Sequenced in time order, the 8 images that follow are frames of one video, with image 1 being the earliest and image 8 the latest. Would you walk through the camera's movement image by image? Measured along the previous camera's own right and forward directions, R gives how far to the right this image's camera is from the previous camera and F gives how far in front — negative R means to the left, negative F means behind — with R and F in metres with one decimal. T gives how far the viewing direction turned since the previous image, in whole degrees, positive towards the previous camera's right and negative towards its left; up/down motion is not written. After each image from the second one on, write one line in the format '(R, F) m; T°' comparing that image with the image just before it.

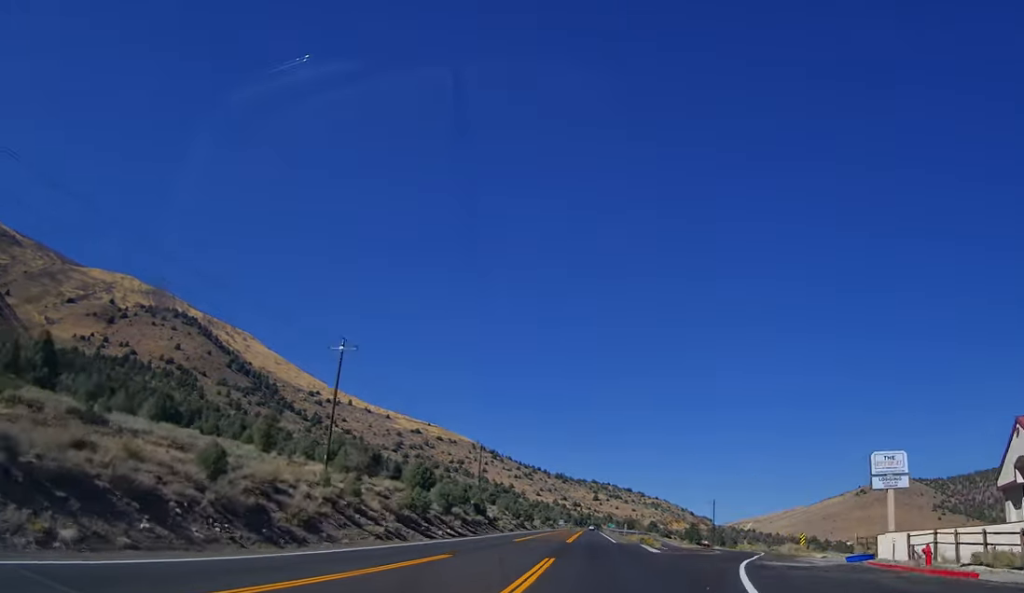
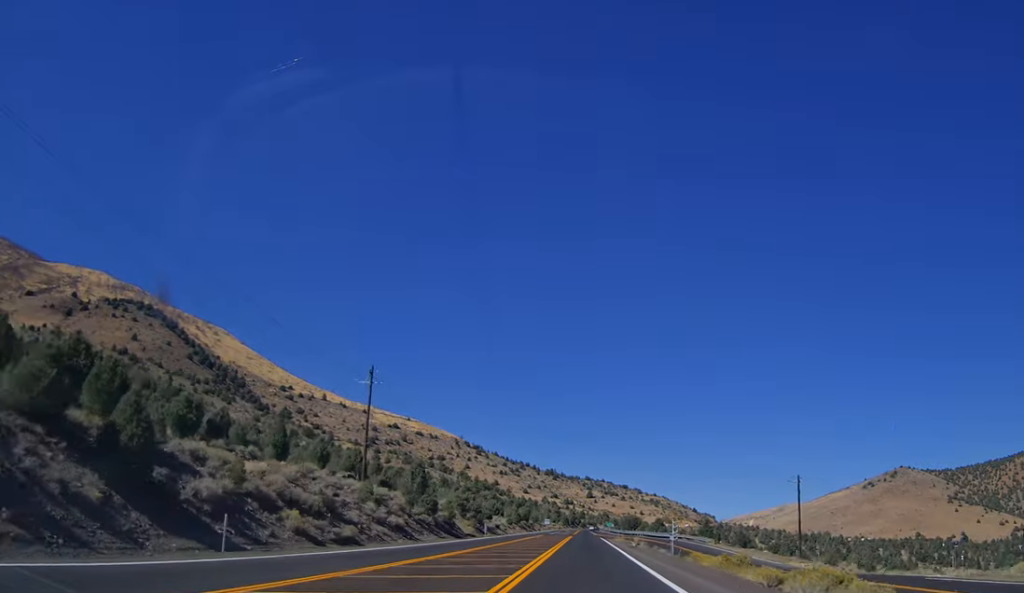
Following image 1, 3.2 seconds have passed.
(-1.4, +67.3) m; -2°
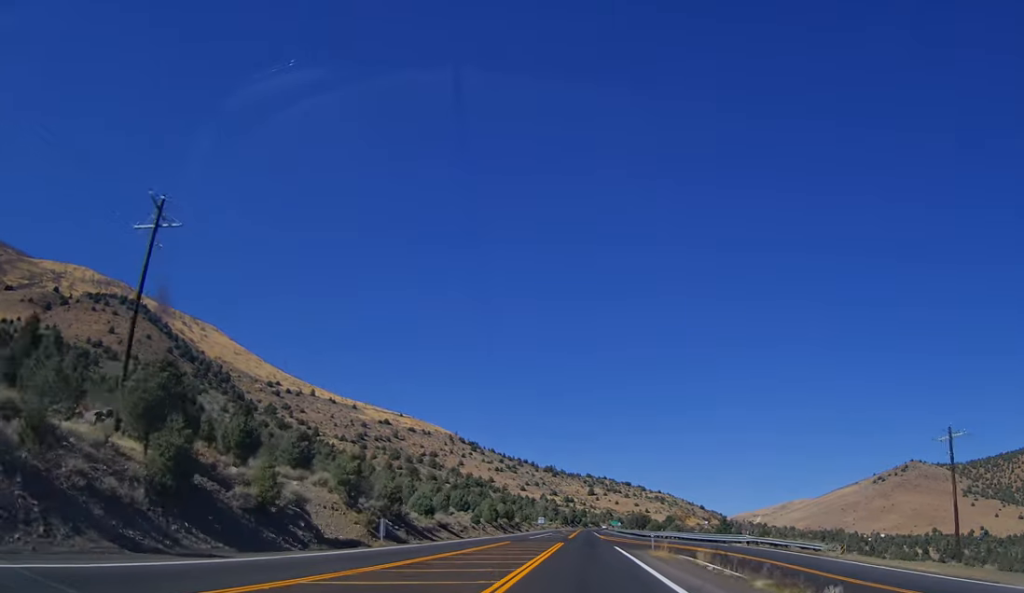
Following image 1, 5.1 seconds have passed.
(-0.1, +39.6) m; 0°
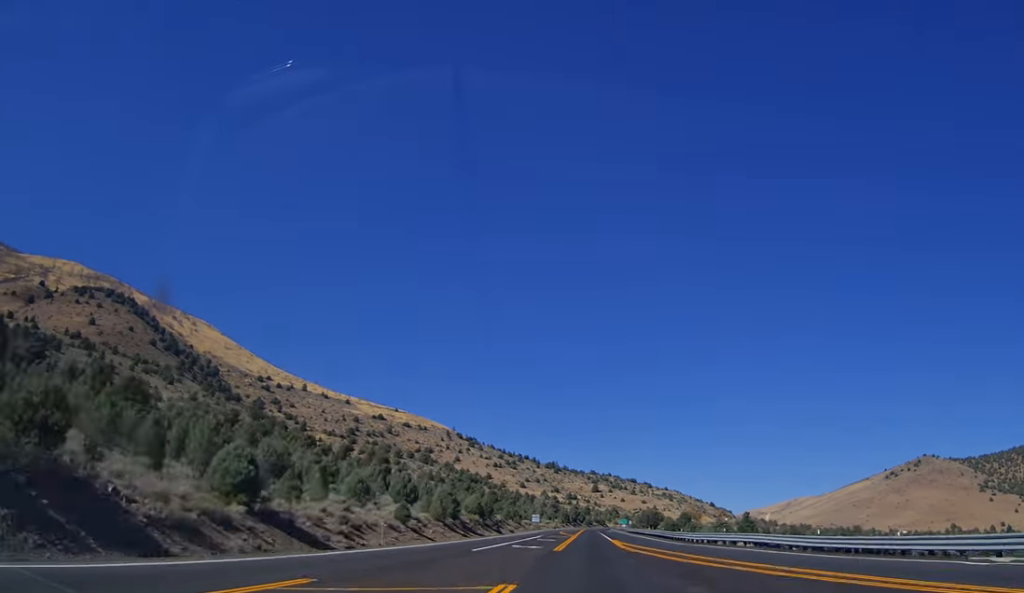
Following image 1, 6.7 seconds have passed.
(+0.2, +35.6) m; 0°
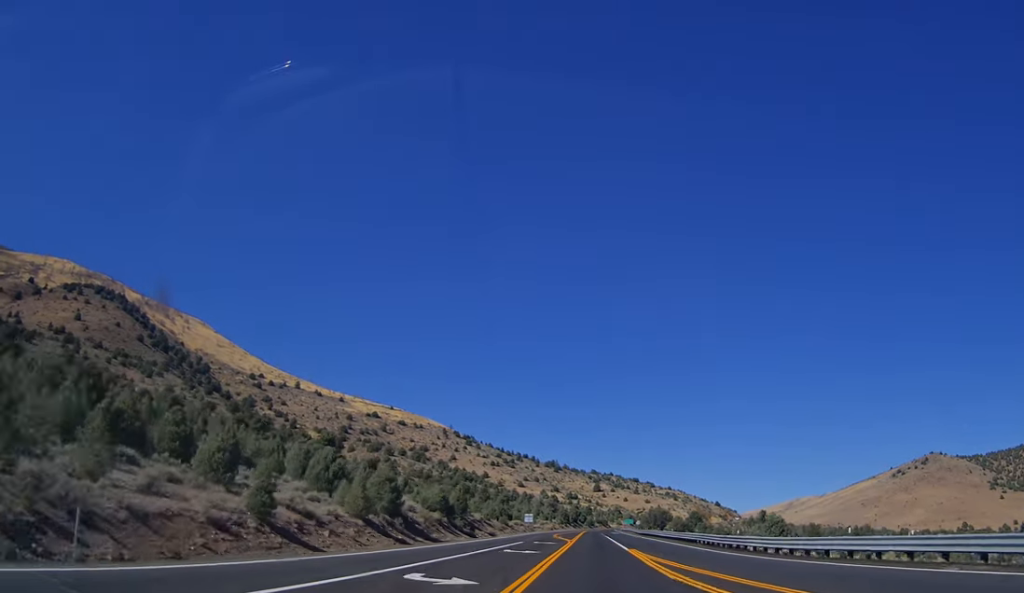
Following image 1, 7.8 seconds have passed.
(+0.1, +22.8) m; 0°
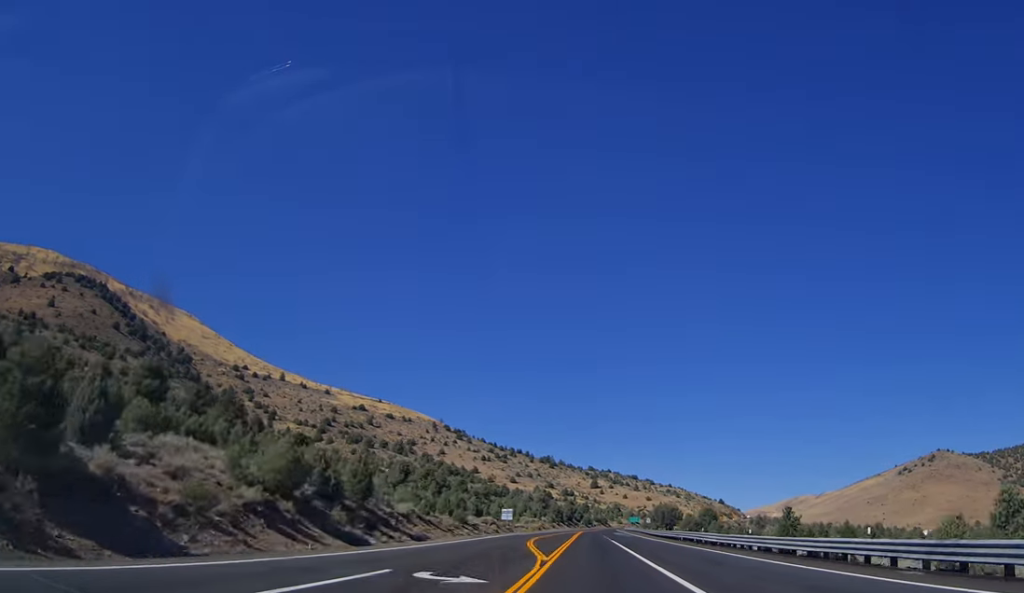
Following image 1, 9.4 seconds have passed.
(0.0, +34.4) m; 0°
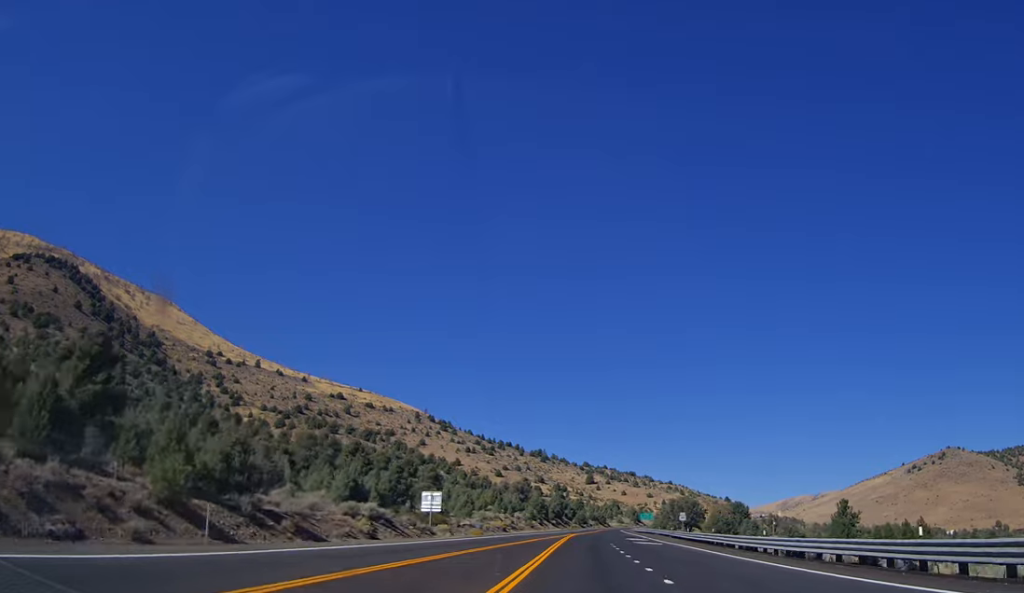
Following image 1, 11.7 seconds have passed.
(-0.1, +50.3) m; -1°
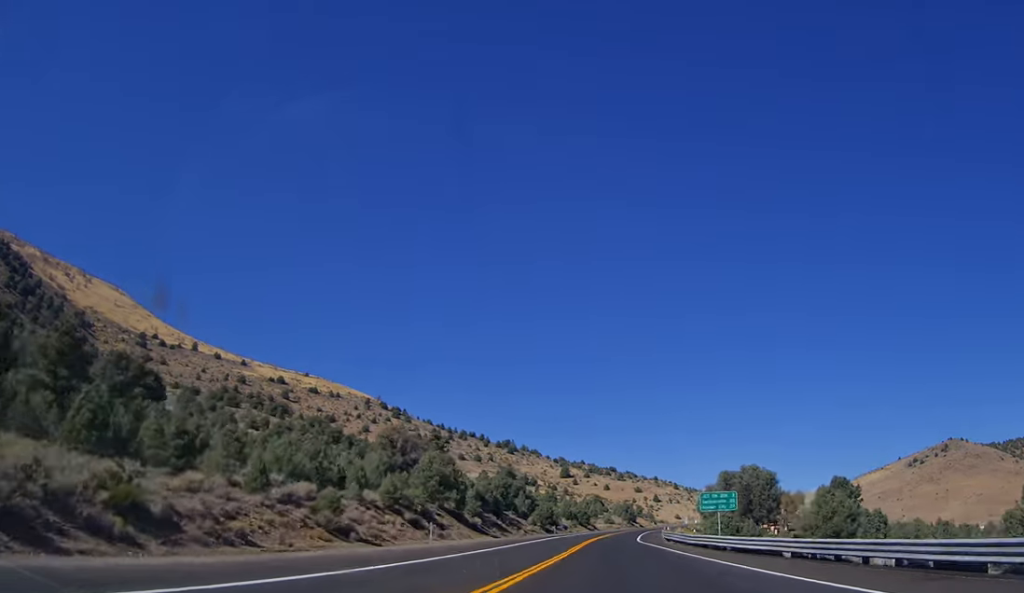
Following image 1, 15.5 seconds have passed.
(+0.3, +80.9) m; +3°
